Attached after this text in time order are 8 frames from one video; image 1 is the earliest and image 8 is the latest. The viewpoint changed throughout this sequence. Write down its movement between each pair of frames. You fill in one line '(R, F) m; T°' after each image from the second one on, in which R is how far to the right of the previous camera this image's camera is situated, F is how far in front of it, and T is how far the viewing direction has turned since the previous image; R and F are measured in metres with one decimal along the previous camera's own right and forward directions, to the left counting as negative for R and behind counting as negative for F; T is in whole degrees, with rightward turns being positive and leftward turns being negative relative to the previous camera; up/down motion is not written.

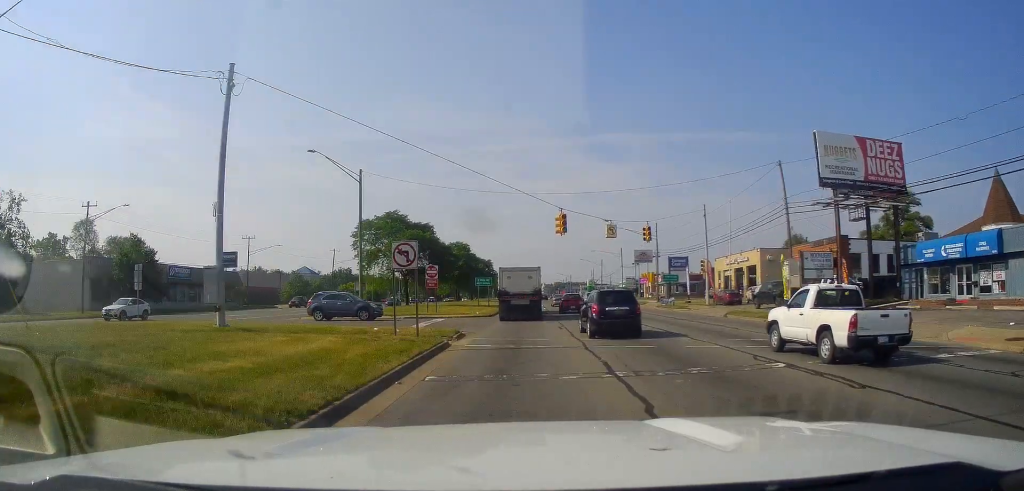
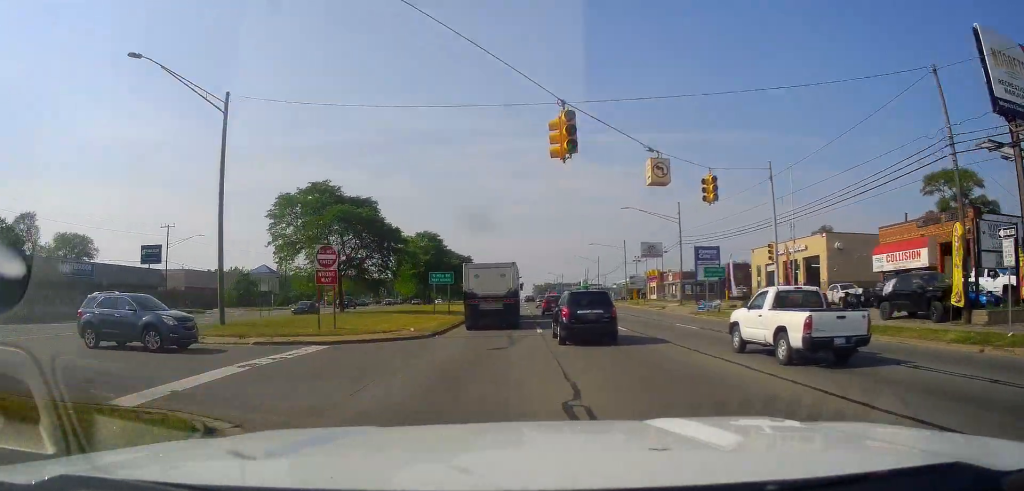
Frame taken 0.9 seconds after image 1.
(+0.9, +19.0) m; +2°
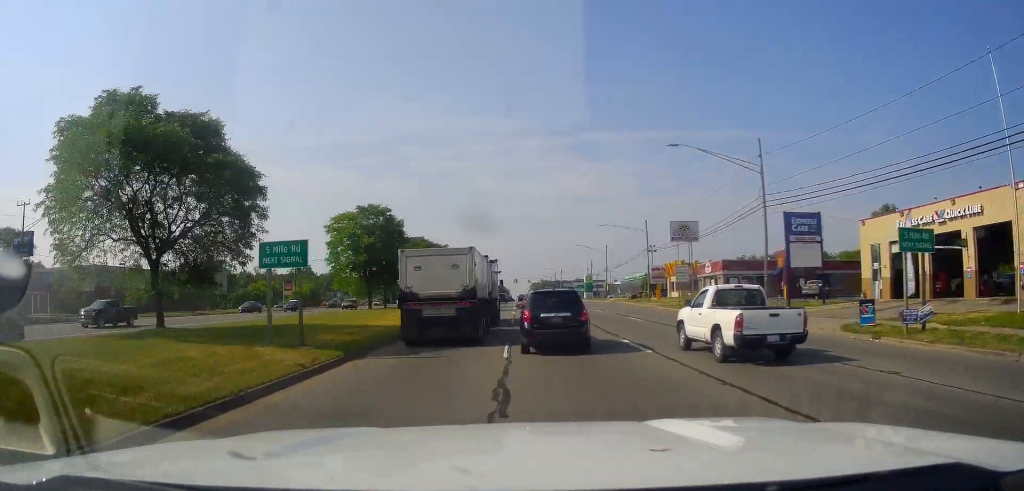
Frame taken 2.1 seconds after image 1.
(-0.1, +24.9) m; -1°
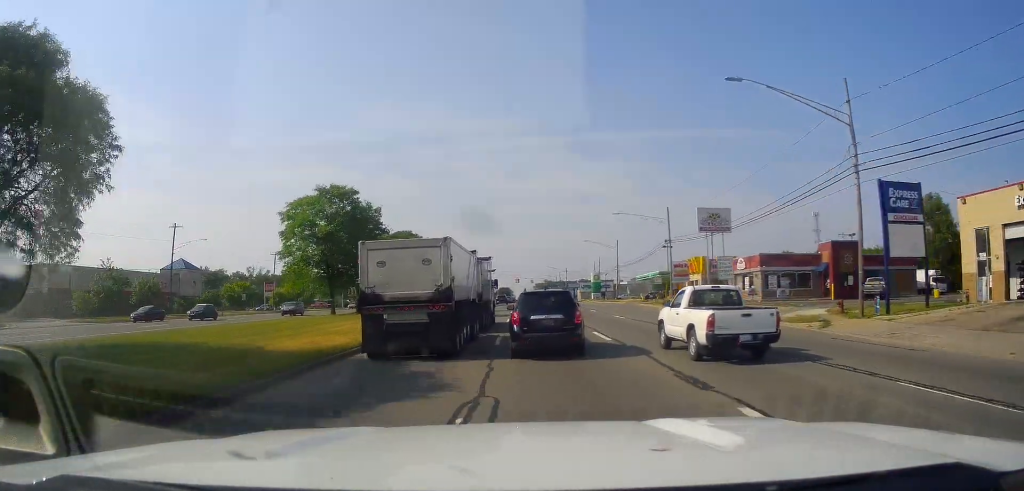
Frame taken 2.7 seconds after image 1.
(-0.1, +11.6) m; 0°
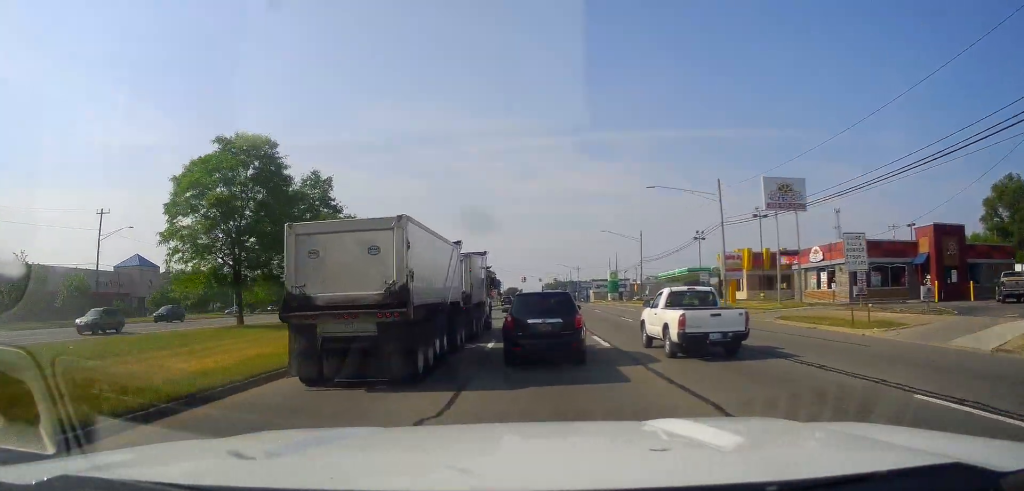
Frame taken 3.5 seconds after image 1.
(0.0, +16.7) m; 0°
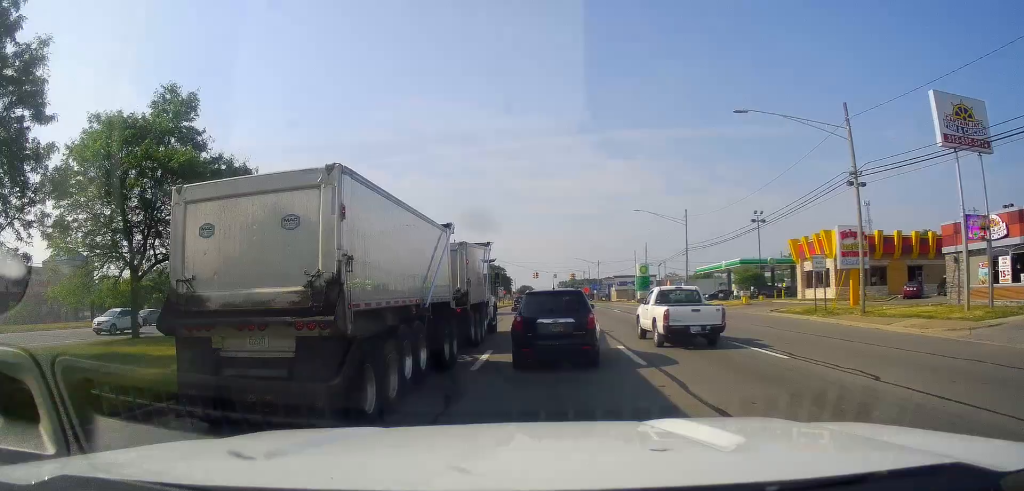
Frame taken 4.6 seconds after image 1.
(0.0, +20.6) m; 0°
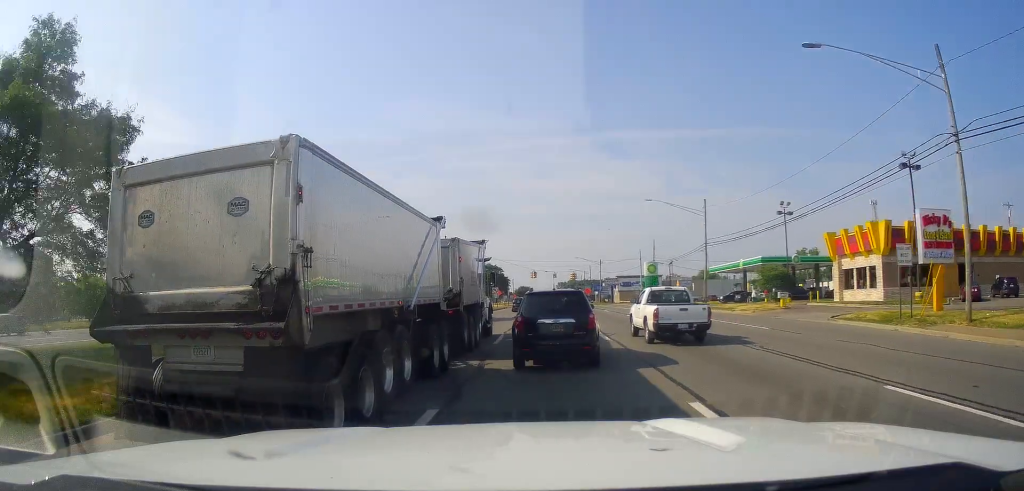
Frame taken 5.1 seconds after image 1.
(0.0, +8.8) m; 0°
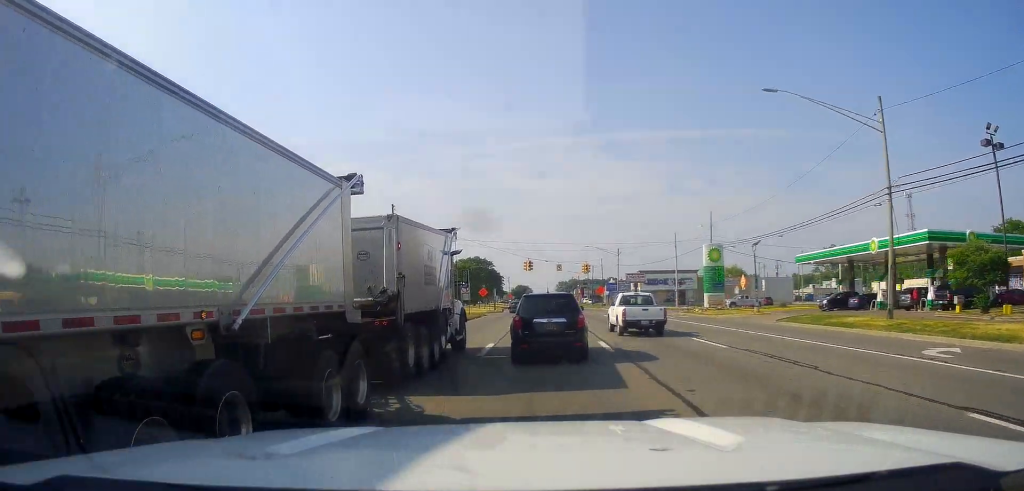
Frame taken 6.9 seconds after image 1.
(-1.0, +33.6) m; -2°
